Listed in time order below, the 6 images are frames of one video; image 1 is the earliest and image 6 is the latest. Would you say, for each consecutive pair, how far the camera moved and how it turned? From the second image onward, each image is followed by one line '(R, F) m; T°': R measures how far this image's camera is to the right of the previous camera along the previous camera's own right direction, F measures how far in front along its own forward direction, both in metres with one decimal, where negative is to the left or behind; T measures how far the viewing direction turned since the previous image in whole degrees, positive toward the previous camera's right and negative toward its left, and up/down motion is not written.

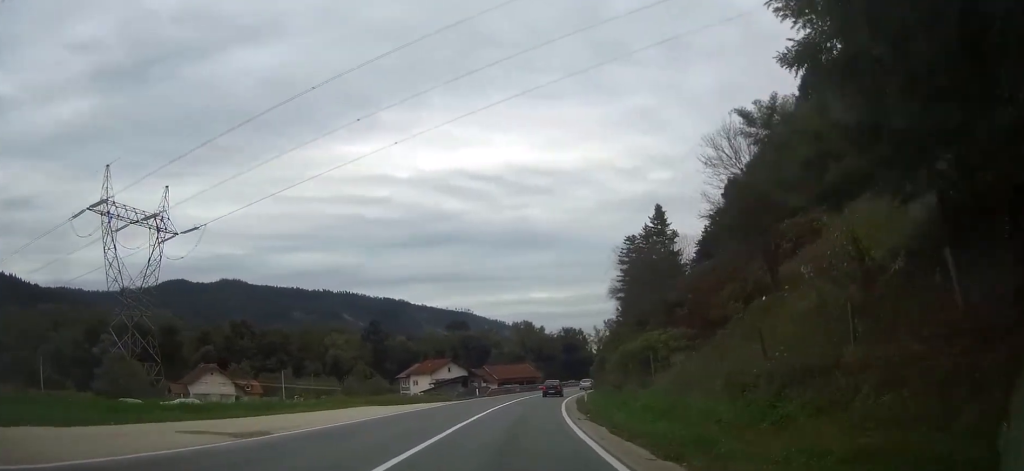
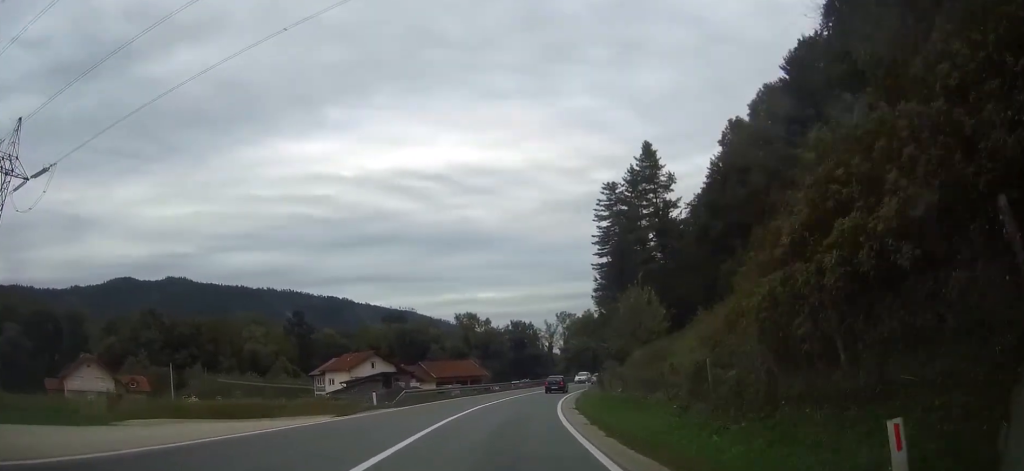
(+0.9, +29.3) m; +4°
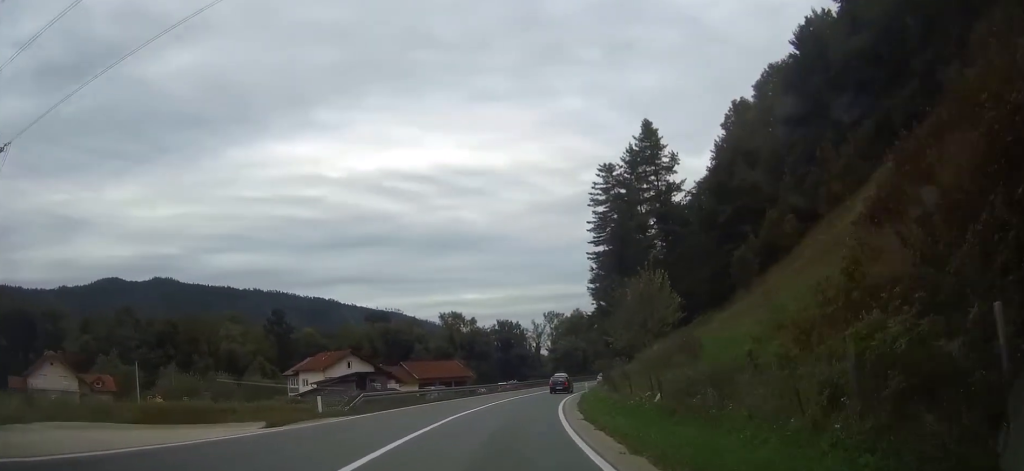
(+0.1, +7.9) m; +1°
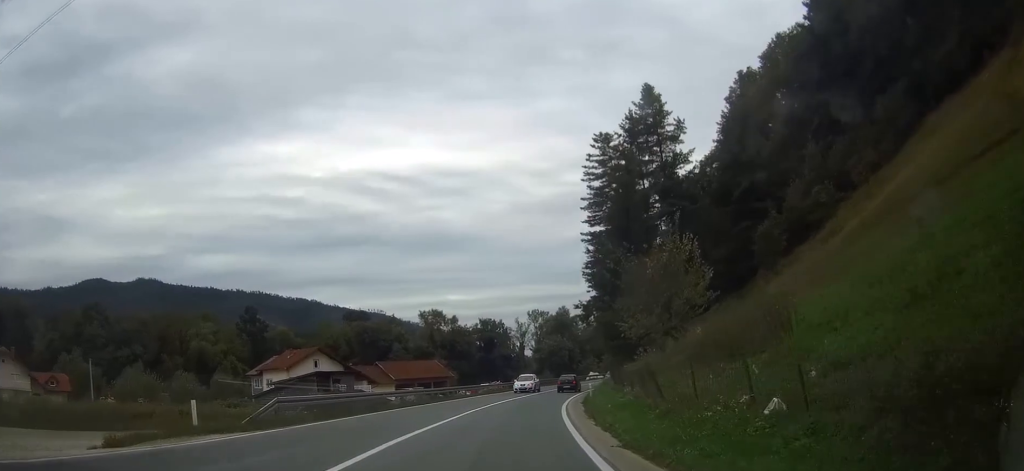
(0.0, +9.7) m; +2°
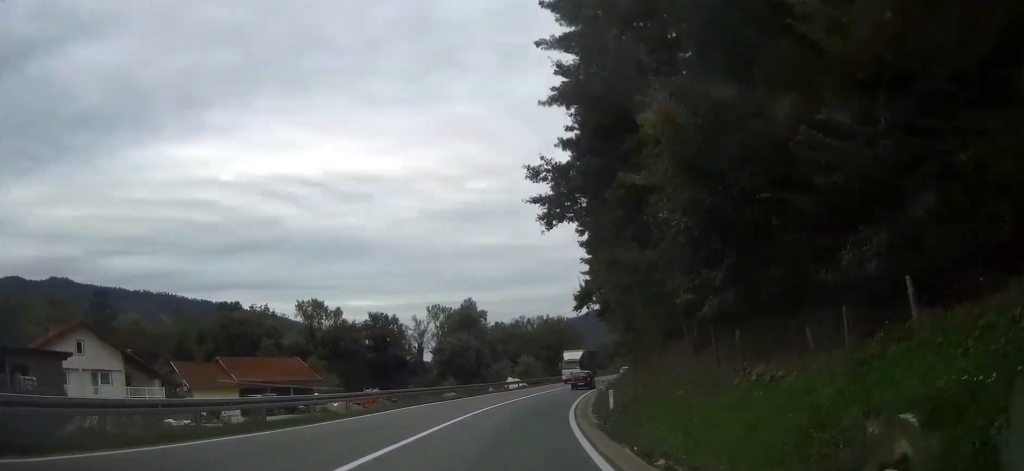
(+2.7, +40.8) m; +8°
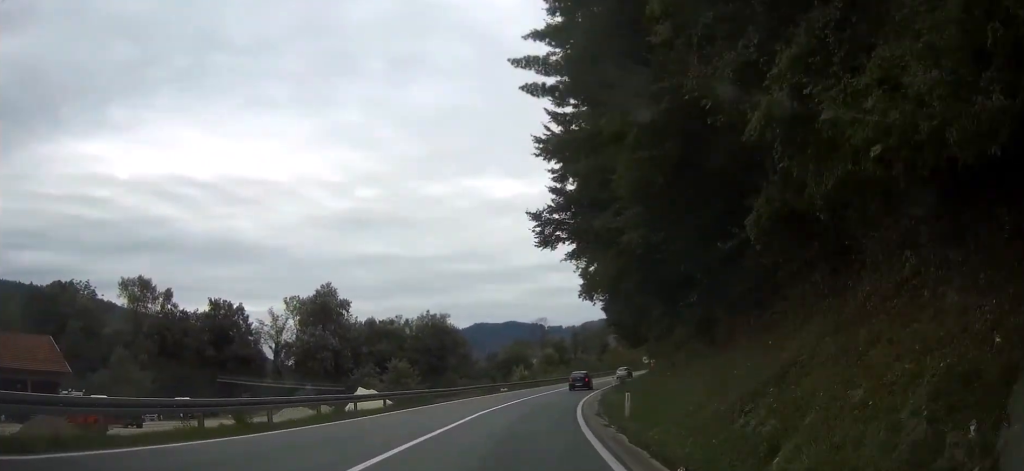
(+3.5, +43.0) m; +9°
